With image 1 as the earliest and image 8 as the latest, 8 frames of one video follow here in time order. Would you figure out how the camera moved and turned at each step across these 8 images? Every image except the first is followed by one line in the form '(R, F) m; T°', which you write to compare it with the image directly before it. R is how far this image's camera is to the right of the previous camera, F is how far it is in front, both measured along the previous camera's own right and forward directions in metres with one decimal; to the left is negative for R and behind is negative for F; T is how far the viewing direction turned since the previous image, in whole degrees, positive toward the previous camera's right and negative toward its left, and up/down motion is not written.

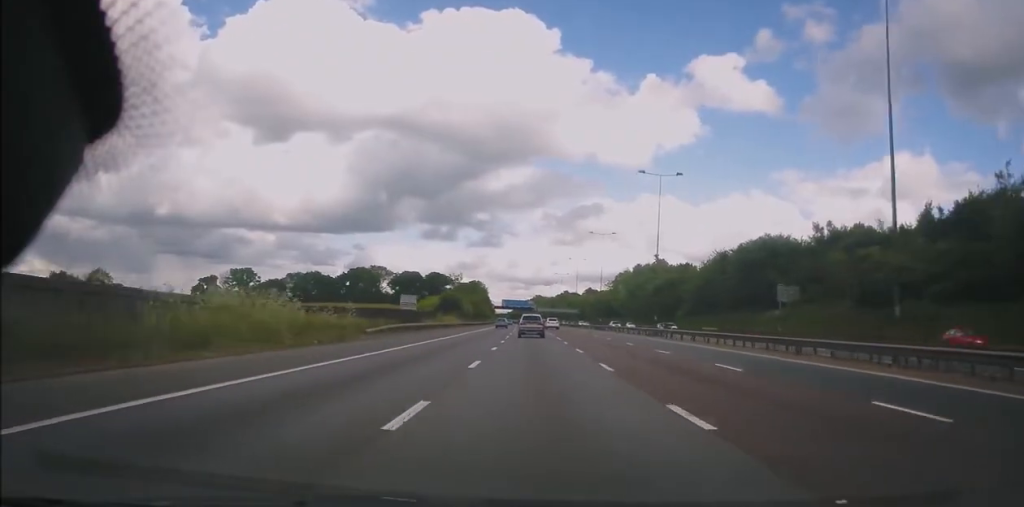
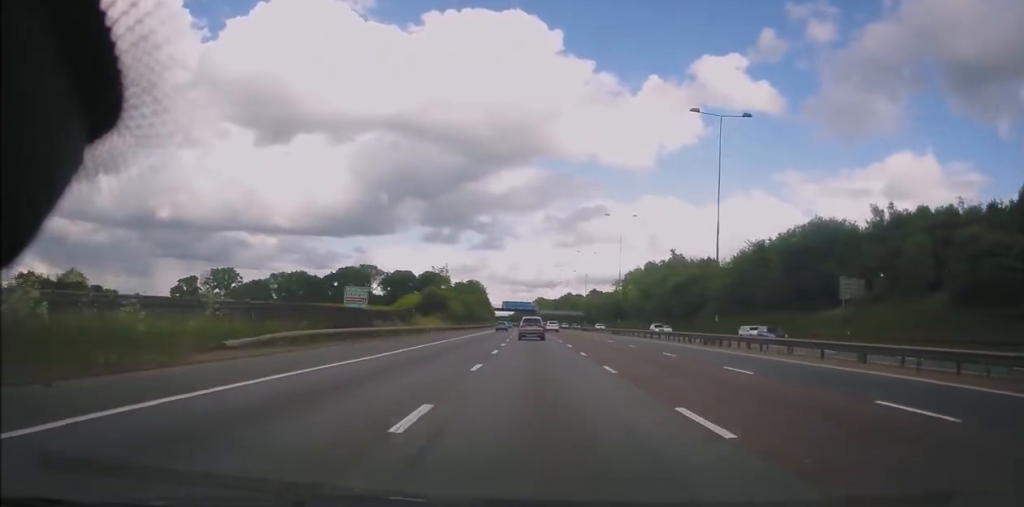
(0.0, +18.1) m; -1°
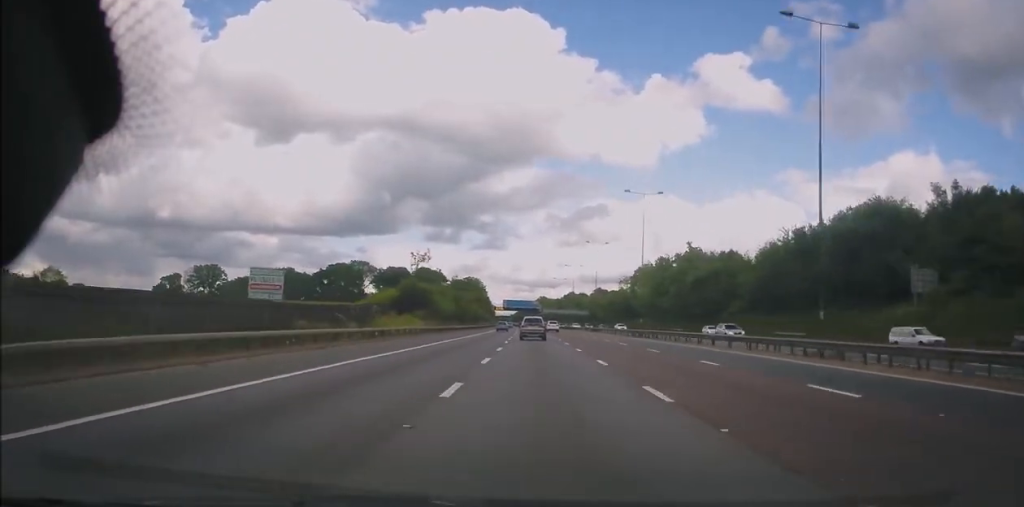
(+0.1, +14.3) m; 0°
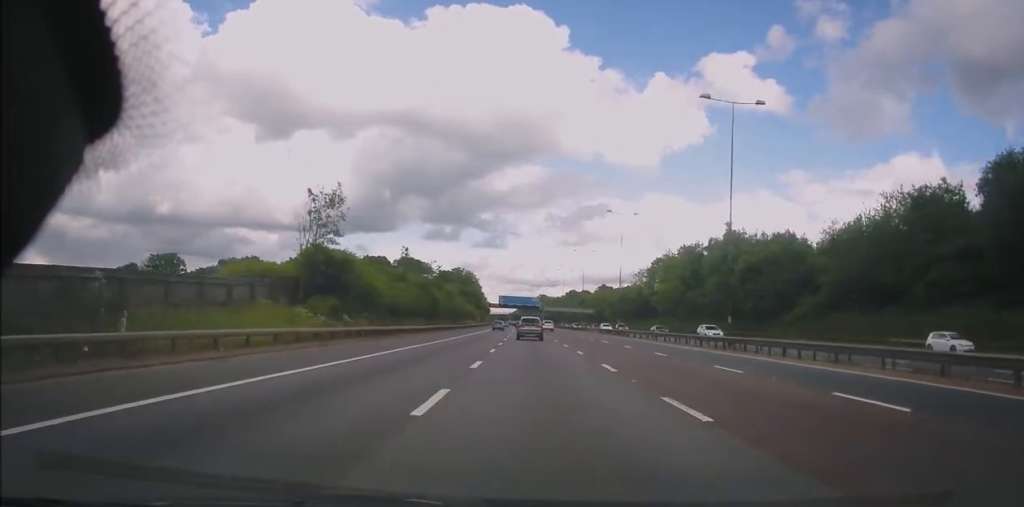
(-0.5, +28.6) m; 0°
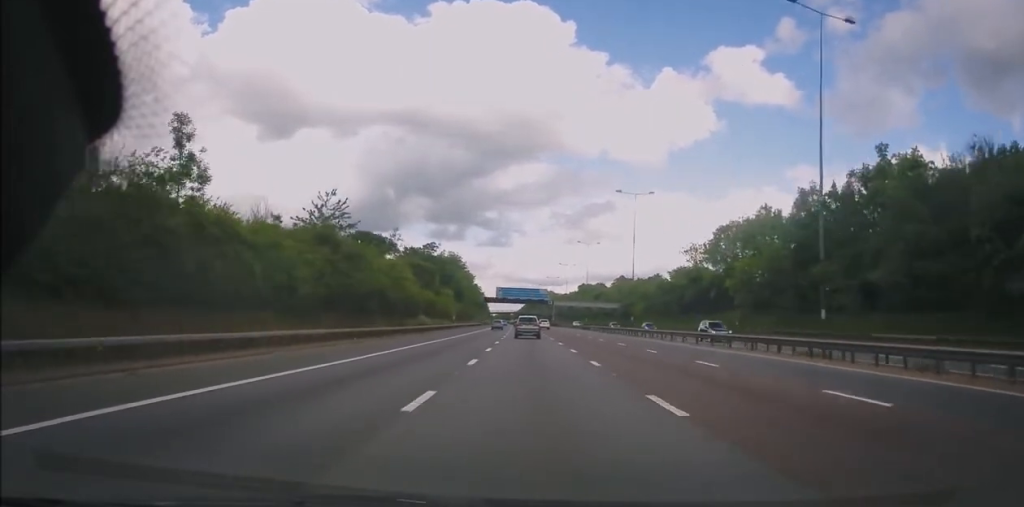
(-0.1, +52.8) m; -1°
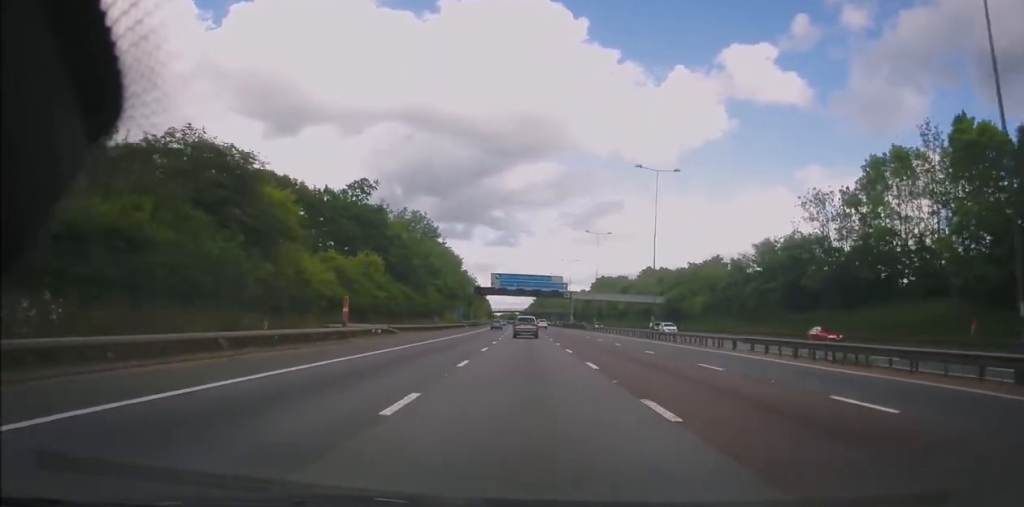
(0.0, +53.0) m; 0°
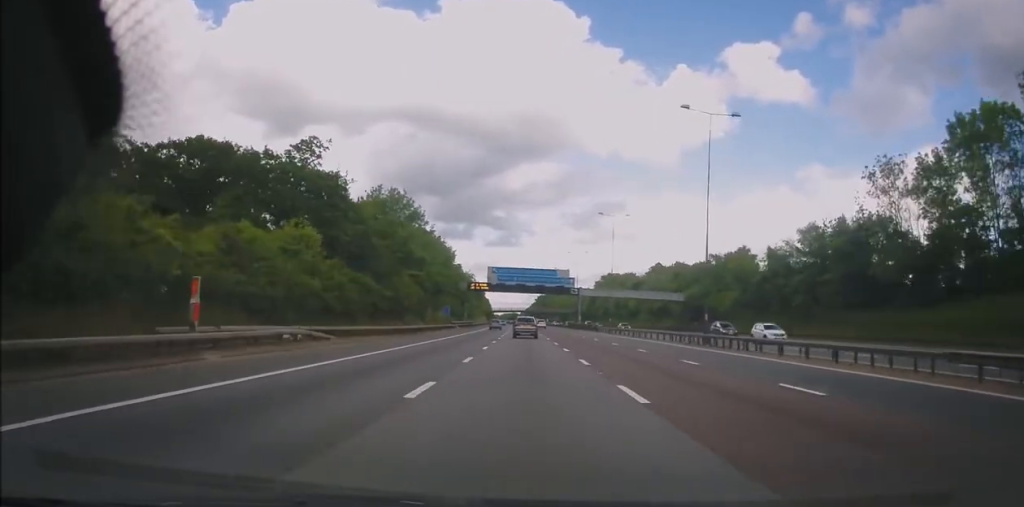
(0.0, +15.8) m; 0°
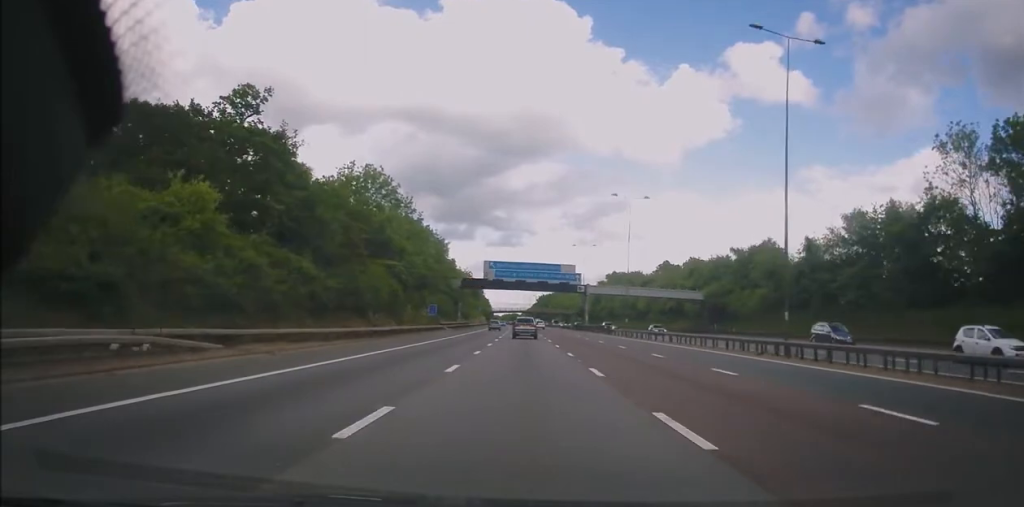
(0.0, +12.1) m; 0°
